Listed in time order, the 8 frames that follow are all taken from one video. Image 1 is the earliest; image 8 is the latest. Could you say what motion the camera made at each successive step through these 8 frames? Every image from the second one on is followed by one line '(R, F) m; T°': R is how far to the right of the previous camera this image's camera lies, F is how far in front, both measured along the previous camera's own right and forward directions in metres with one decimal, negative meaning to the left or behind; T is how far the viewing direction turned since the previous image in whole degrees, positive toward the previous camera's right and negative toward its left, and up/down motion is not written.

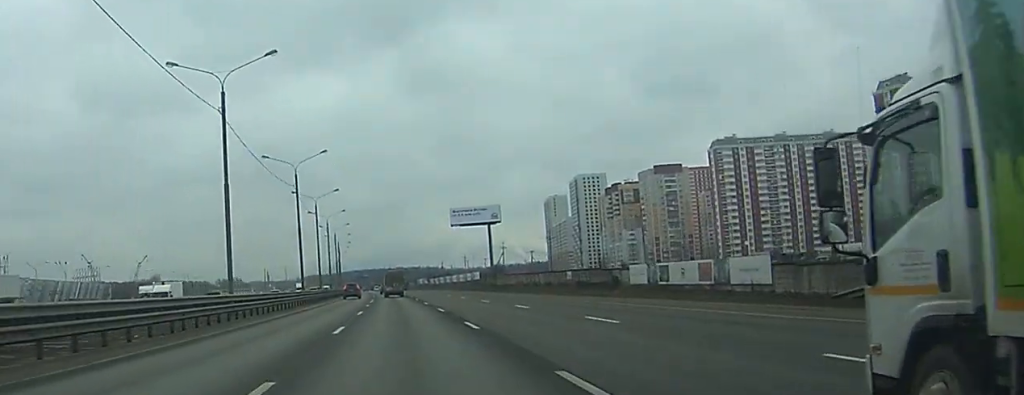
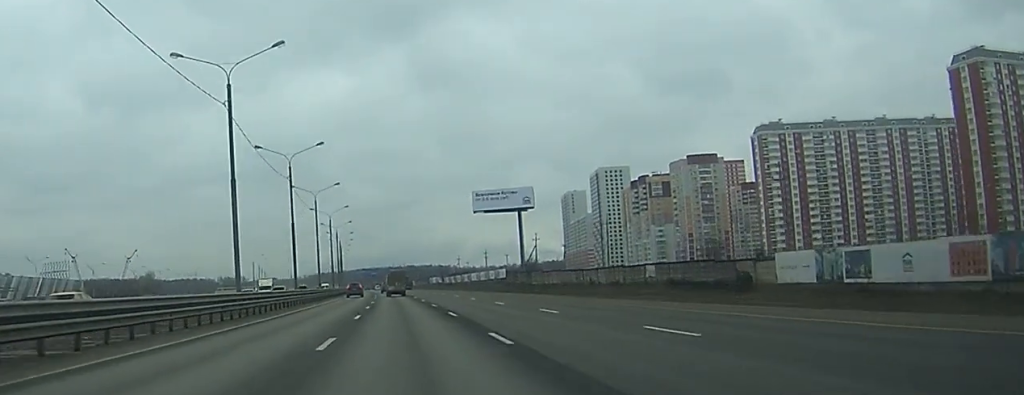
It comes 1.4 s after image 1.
(-0.3, +38.2) m; -1°
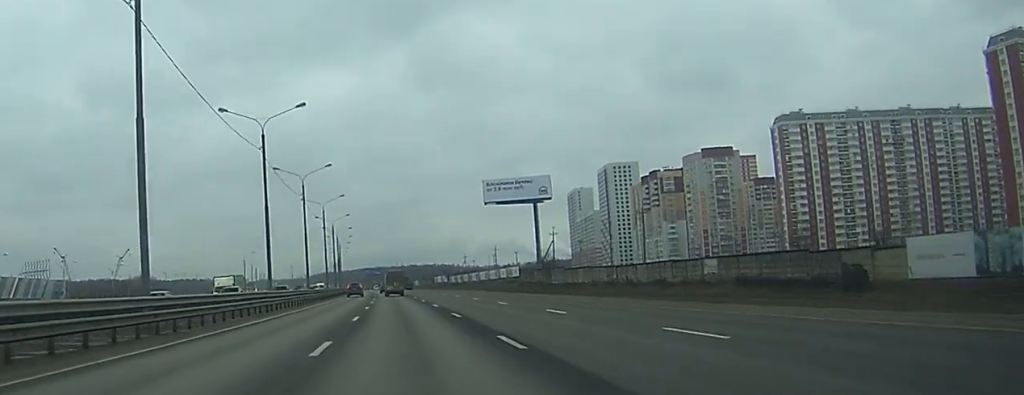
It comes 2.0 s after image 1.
(0.0, +17.5) m; -1°
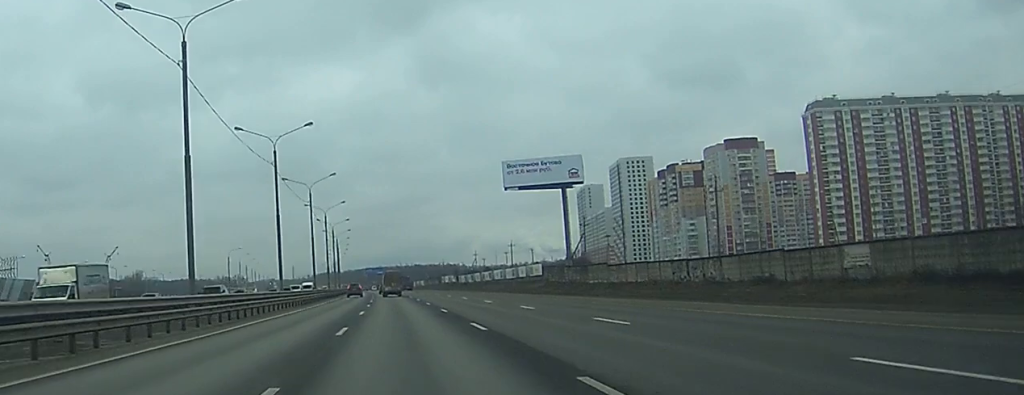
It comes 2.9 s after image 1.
(-0.2, +24.6) m; -1°
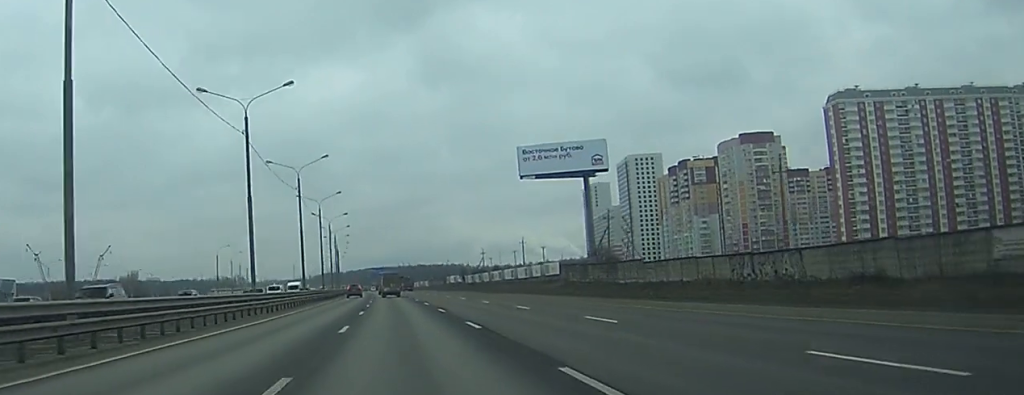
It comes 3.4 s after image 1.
(-0.1, +14.5) m; -1°
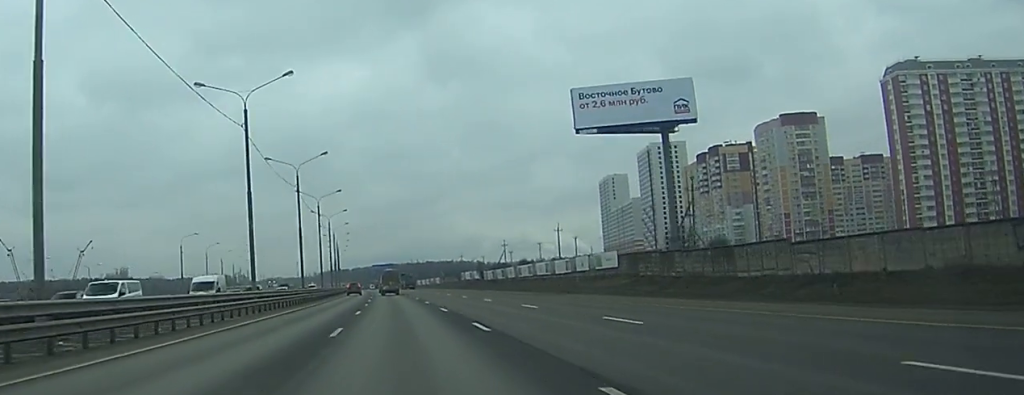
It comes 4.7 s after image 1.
(-0.3, +34.2) m; 0°
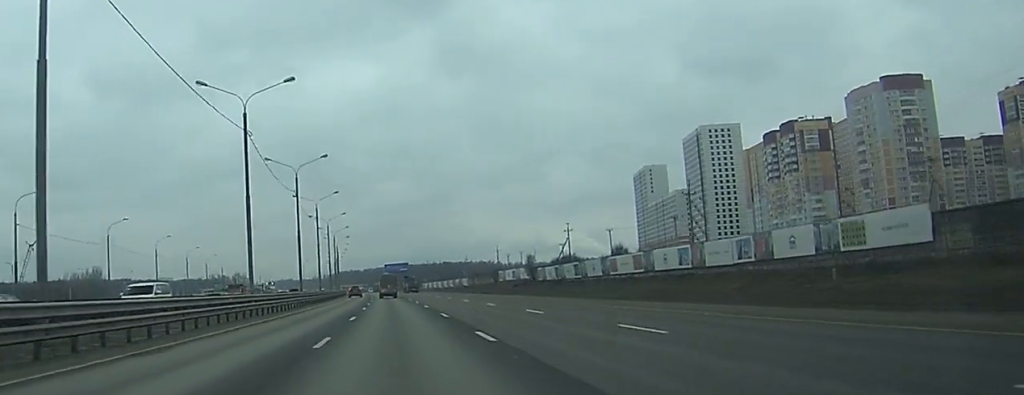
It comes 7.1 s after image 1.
(+1.6, +66.4) m; +1°
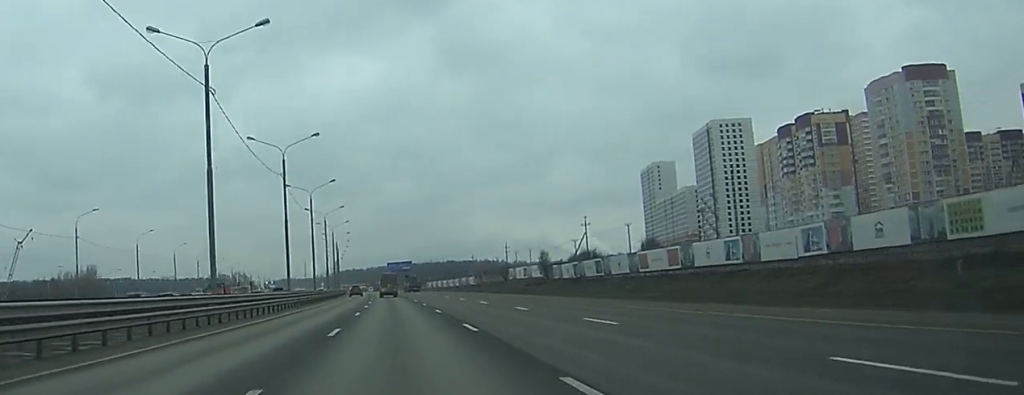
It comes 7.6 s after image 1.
(-0.1, +12.0) m; -1°
